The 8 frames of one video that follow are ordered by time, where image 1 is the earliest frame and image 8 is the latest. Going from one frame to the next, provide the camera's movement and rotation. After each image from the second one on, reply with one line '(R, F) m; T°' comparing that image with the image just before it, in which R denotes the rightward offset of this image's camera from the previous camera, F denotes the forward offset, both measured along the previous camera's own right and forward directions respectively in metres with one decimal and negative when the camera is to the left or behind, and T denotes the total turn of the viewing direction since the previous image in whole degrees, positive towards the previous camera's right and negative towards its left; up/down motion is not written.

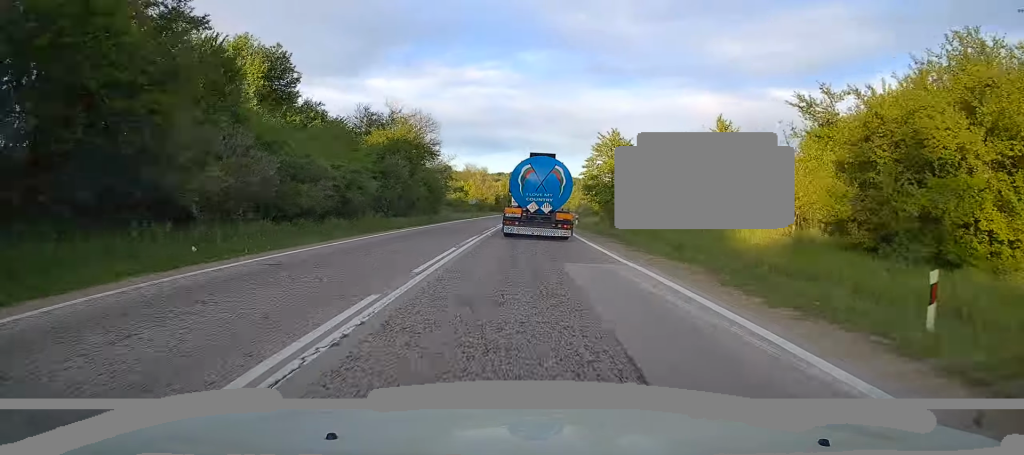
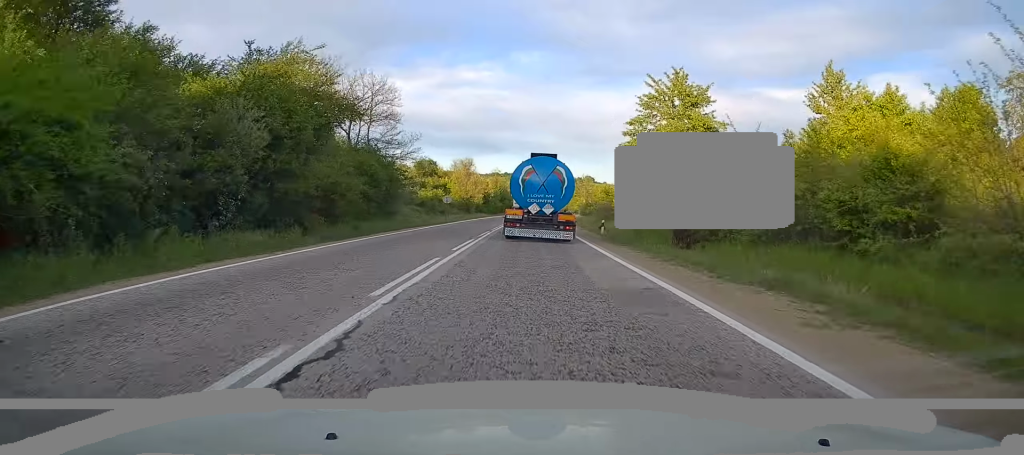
(+0.3, +20.5) m; 0°
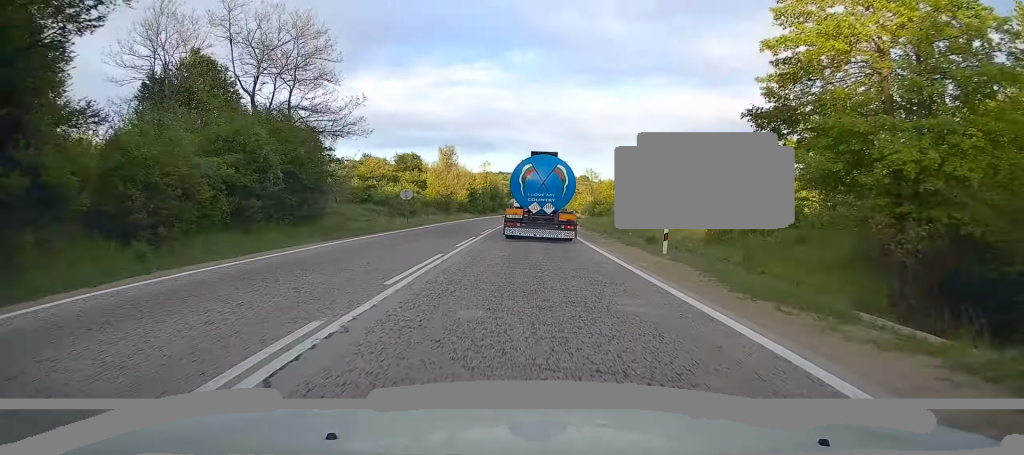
(-0.1, +16.4) m; 0°
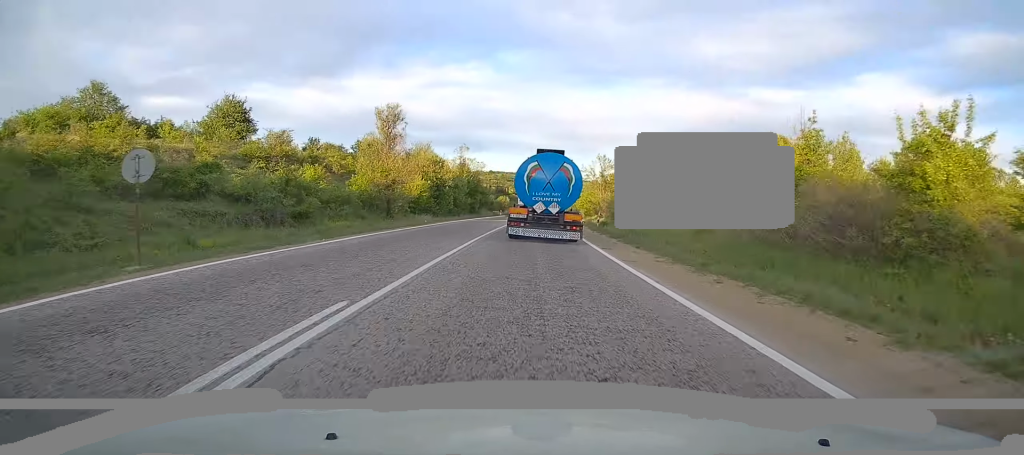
(+0.2, +26.2) m; +1°
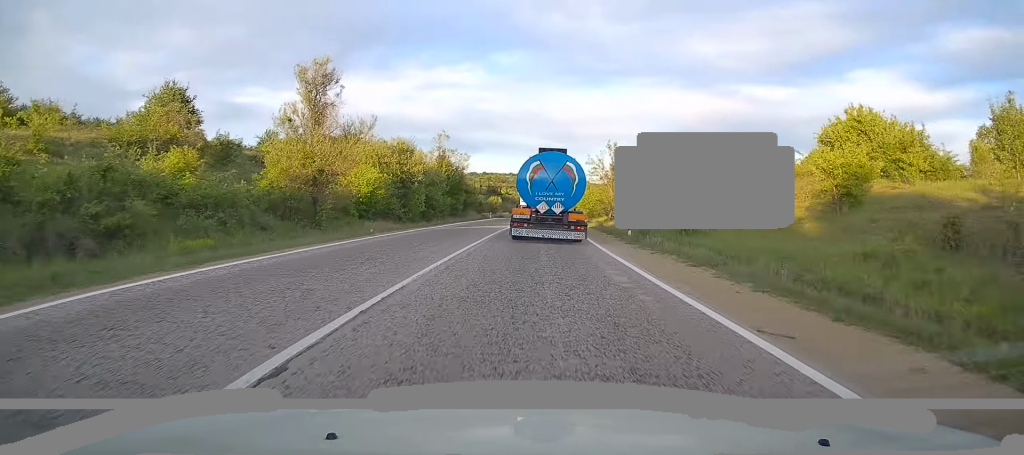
(+0.3, +13.9) m; +1°
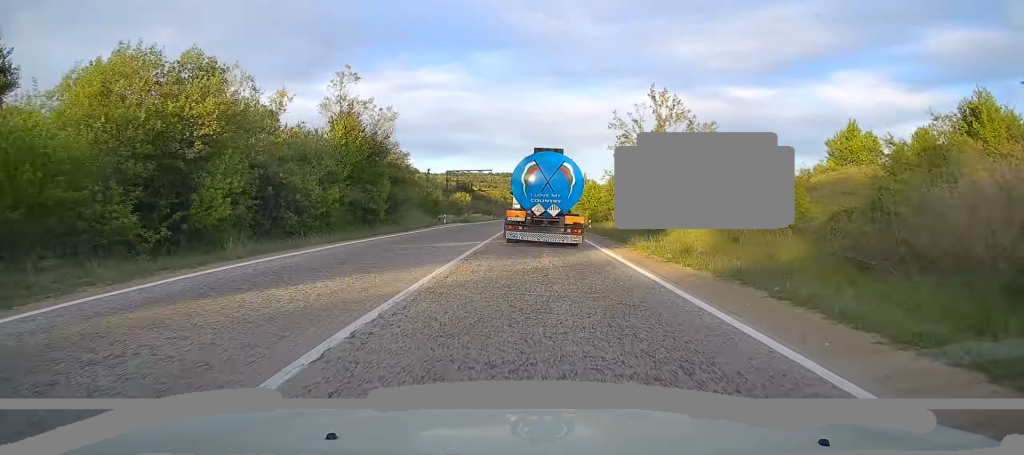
(-0.1, +28.7) m; +1°
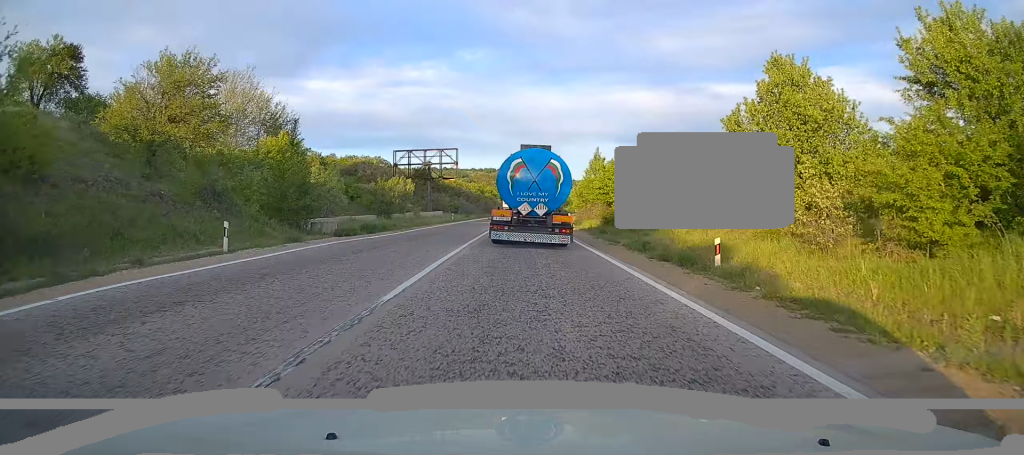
(+1.0, +34.4) m; +2°
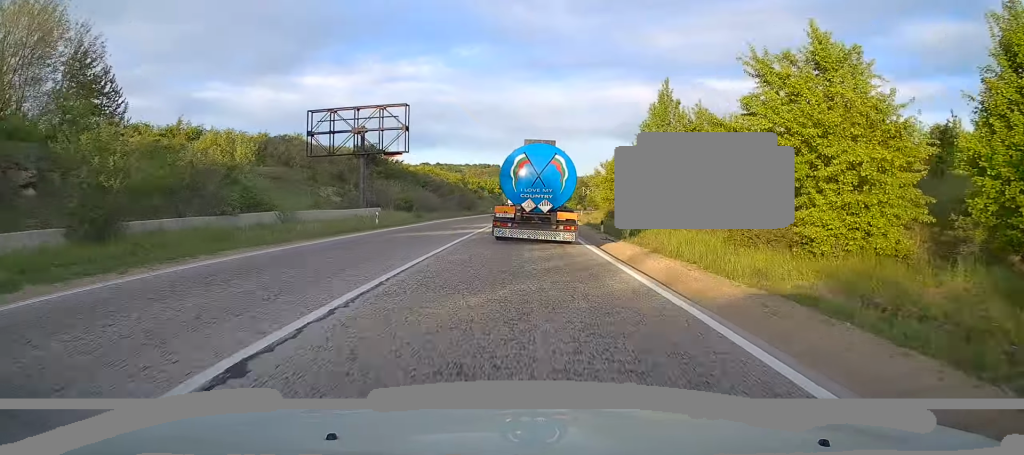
(0.0, +31.7) m; 0°
